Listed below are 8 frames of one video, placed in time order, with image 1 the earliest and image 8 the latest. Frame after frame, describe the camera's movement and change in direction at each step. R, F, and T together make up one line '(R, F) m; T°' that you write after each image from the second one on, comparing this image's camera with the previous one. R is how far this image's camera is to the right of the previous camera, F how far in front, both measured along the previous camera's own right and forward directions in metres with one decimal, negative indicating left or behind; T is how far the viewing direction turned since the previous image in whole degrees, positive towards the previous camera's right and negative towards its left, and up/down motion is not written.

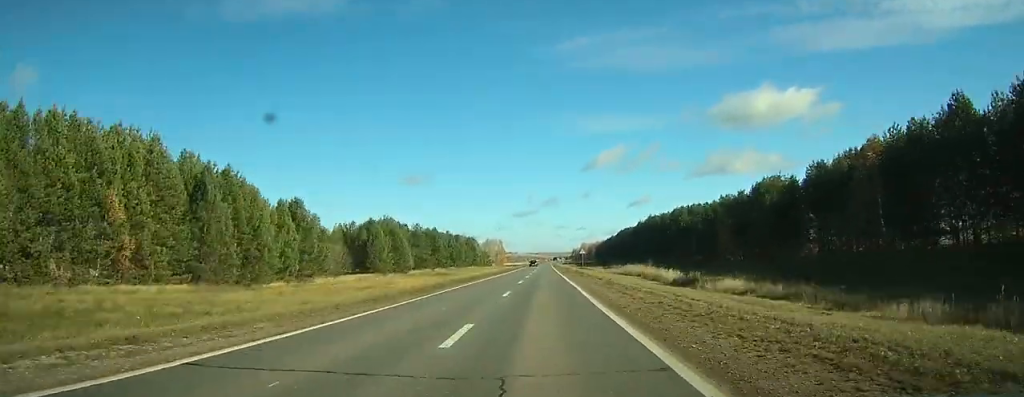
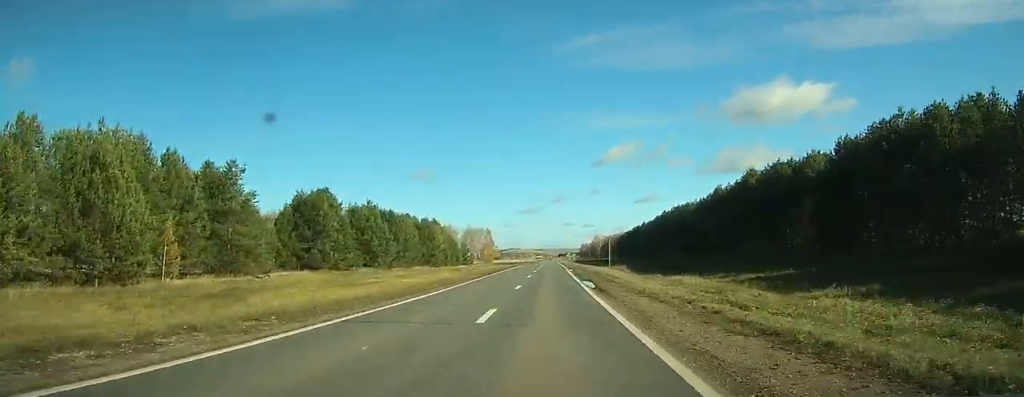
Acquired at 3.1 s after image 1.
(+2.0, +93.5) m; +1°
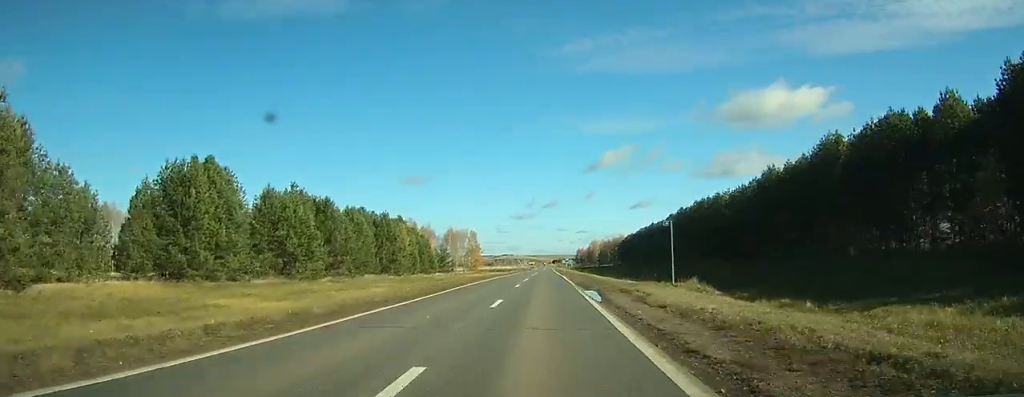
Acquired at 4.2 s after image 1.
(-0.2, +31.8) m; -1°
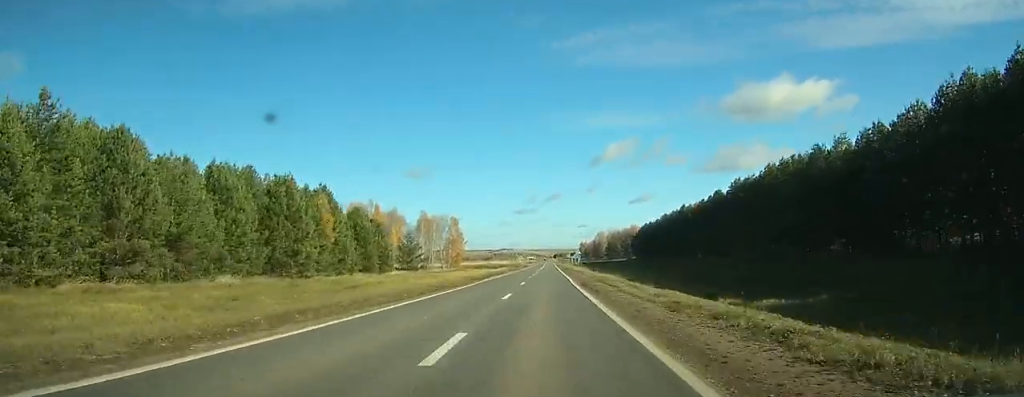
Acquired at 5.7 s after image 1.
(-0.2, +45.3) m; 0°
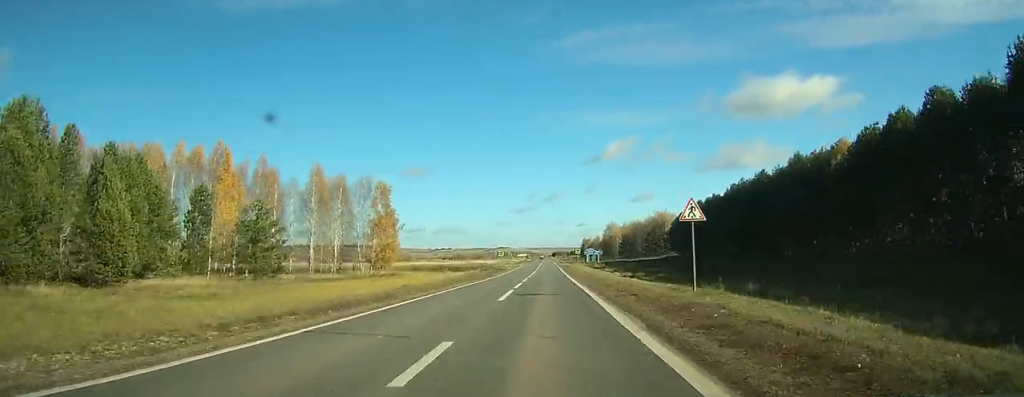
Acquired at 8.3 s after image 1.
(+0.3, +73.8) m; +1°
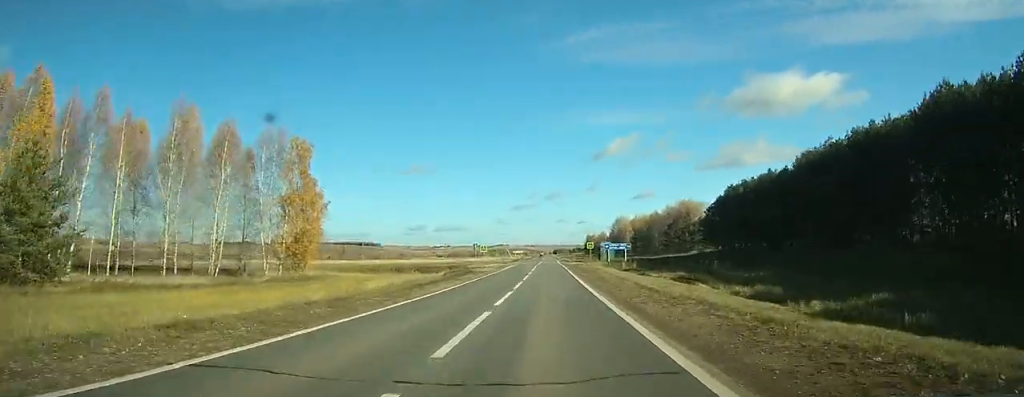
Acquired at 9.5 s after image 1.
(0.0, +34.3) m; 0°
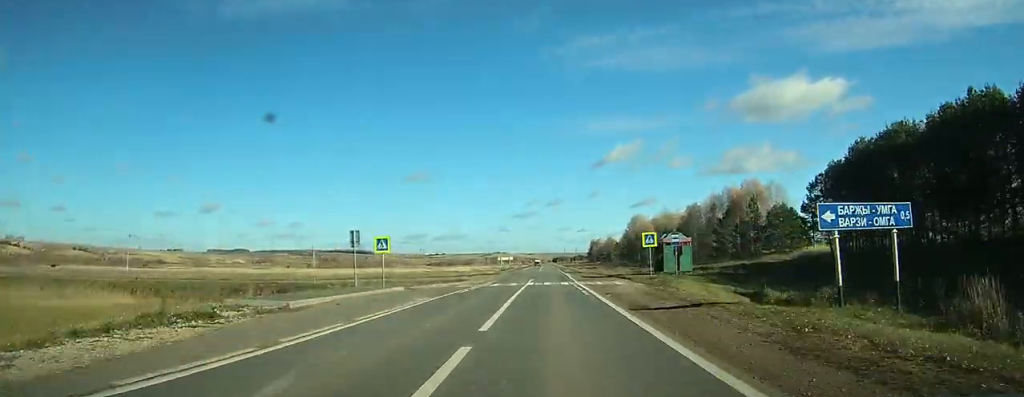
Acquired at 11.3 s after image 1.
(+0.1, +53.1) m; 0°
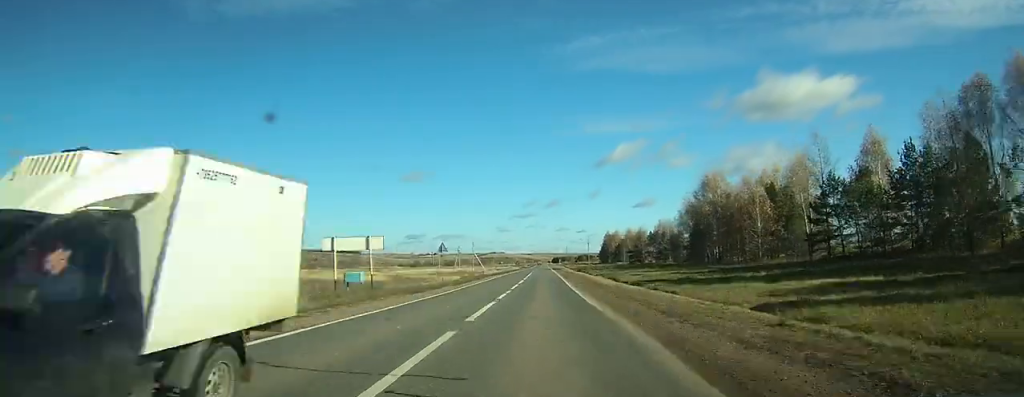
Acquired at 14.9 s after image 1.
(0.0, +101.1) m; 0°
